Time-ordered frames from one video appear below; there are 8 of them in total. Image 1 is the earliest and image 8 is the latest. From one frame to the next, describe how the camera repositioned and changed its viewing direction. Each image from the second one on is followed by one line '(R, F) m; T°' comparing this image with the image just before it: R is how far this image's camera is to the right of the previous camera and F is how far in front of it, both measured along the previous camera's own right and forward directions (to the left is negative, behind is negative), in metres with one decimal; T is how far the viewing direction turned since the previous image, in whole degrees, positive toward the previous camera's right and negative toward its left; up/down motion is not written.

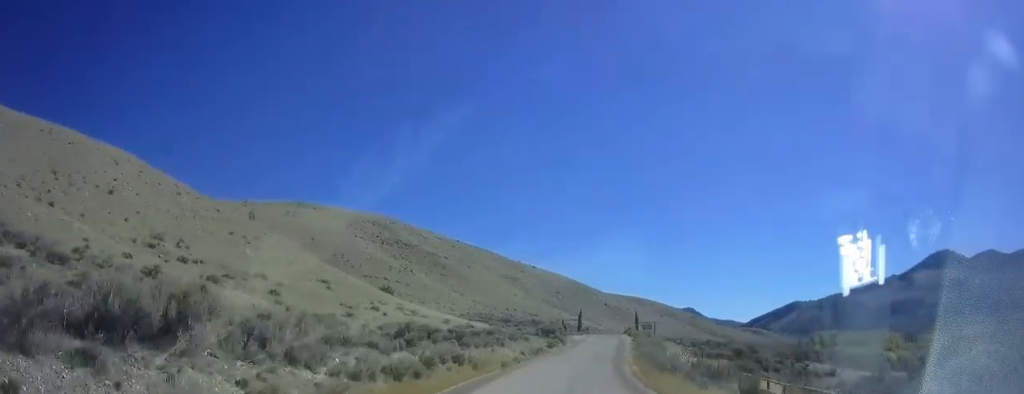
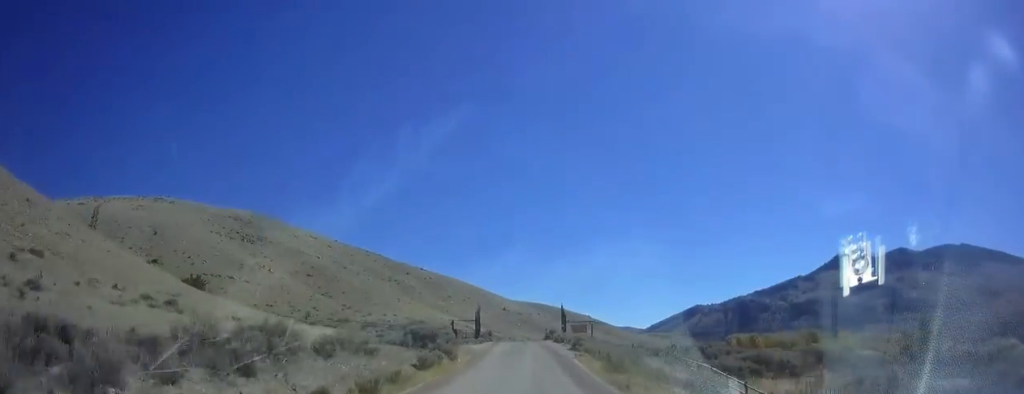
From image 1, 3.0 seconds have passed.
(+2.1, +30.2) m; +4°
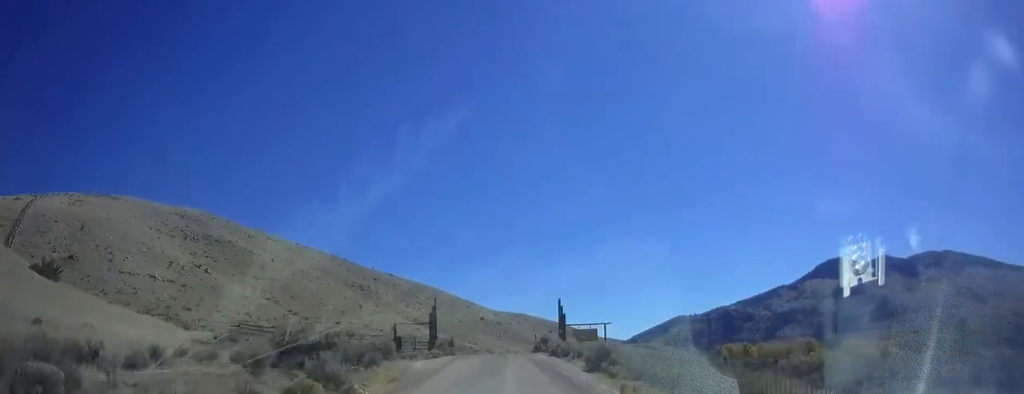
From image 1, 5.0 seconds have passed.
(+0.2, +18.2) m; 0°
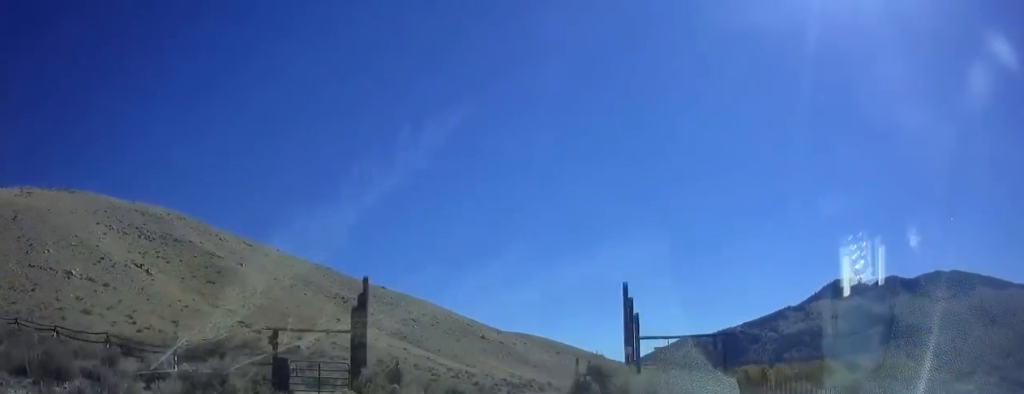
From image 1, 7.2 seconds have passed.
(0.0, +19.9) m; +1°
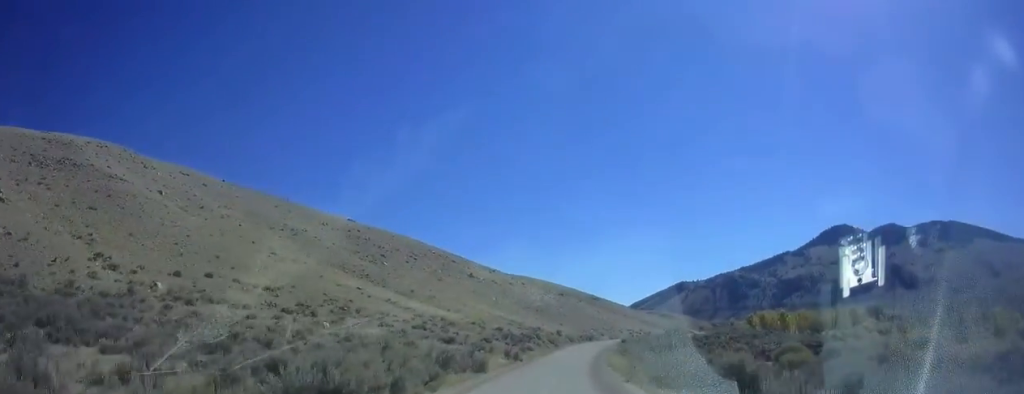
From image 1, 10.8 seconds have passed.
(+0.9, +38.8) m; +4°
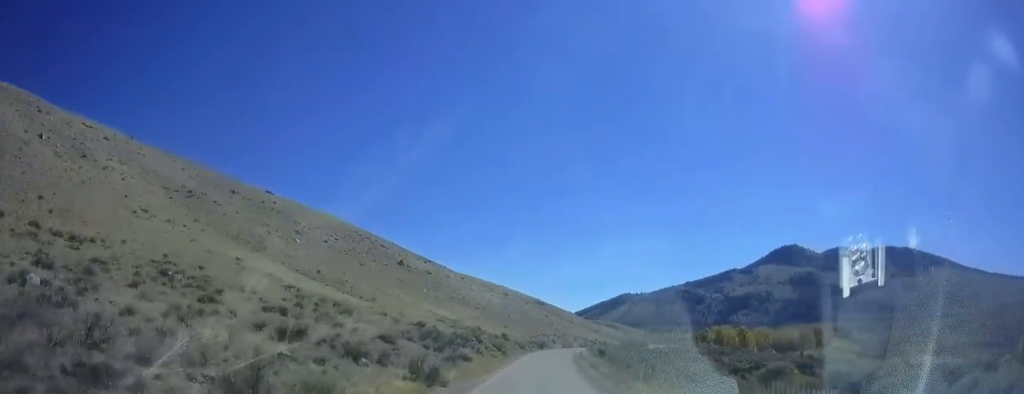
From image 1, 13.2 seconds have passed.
(+1.0, +30.8) m; +4°
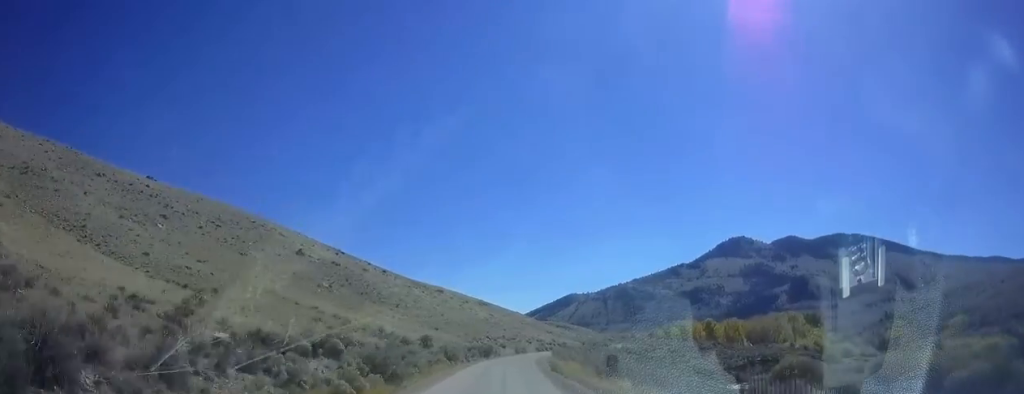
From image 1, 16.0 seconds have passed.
(+1.6, +34.2) m; +3°
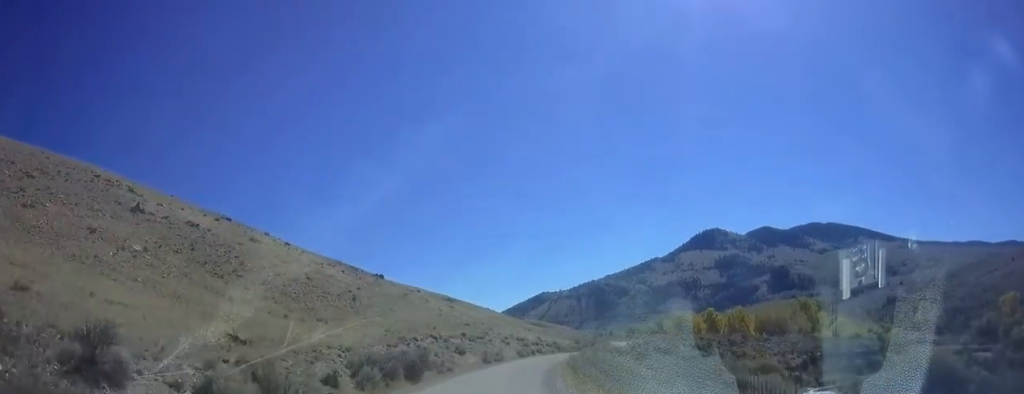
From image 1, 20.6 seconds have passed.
(+0.7, +46.2) m; +4°
